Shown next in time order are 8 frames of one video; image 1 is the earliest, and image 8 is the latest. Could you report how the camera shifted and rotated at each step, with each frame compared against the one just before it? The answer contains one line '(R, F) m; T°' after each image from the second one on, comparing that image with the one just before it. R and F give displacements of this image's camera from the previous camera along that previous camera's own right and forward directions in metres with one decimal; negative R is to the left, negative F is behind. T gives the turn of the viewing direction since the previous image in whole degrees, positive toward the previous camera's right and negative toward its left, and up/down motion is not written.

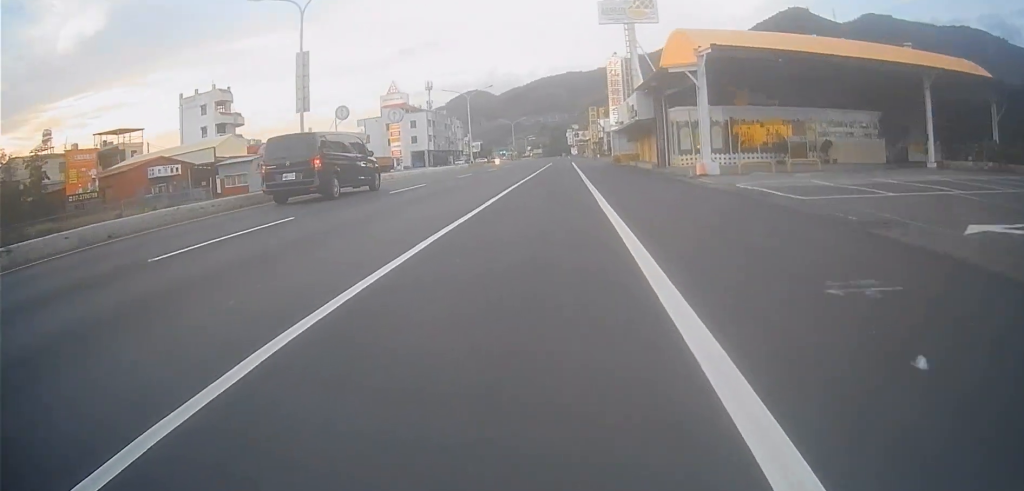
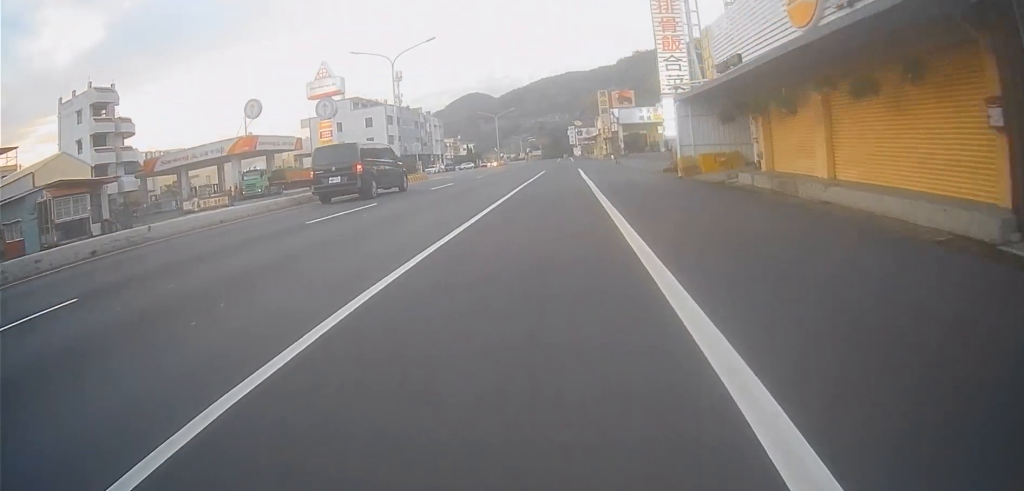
(-1.3, +25.7) m; -4°
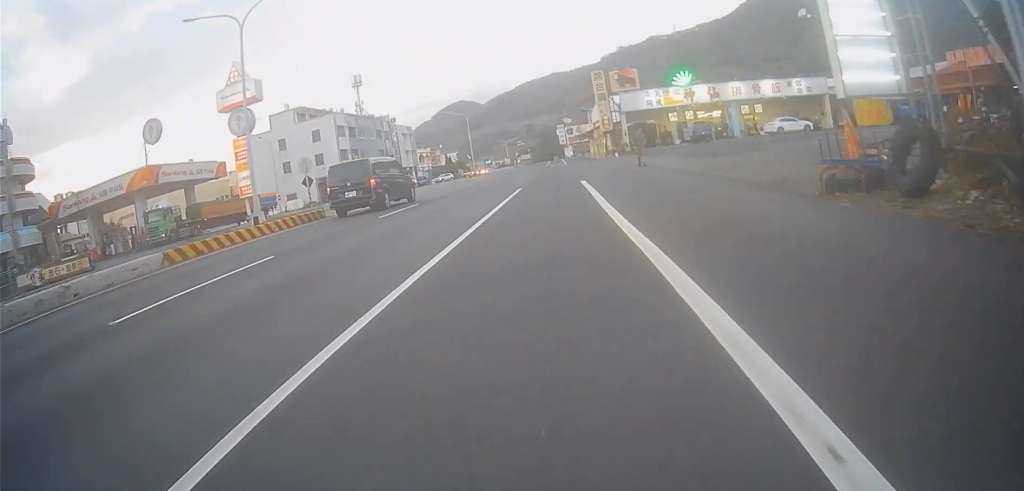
(+0.5, +15.8) m; +3°
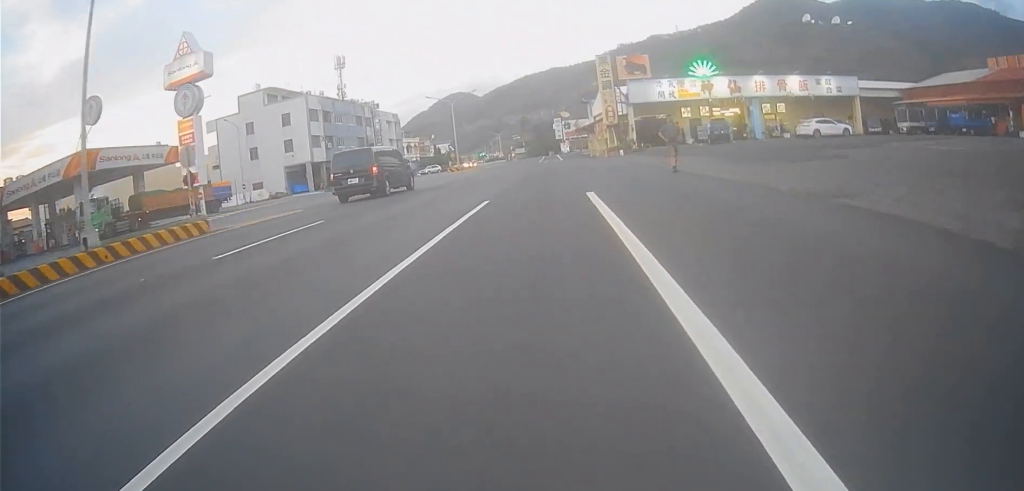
(+0.6, +7.1) m; 0°
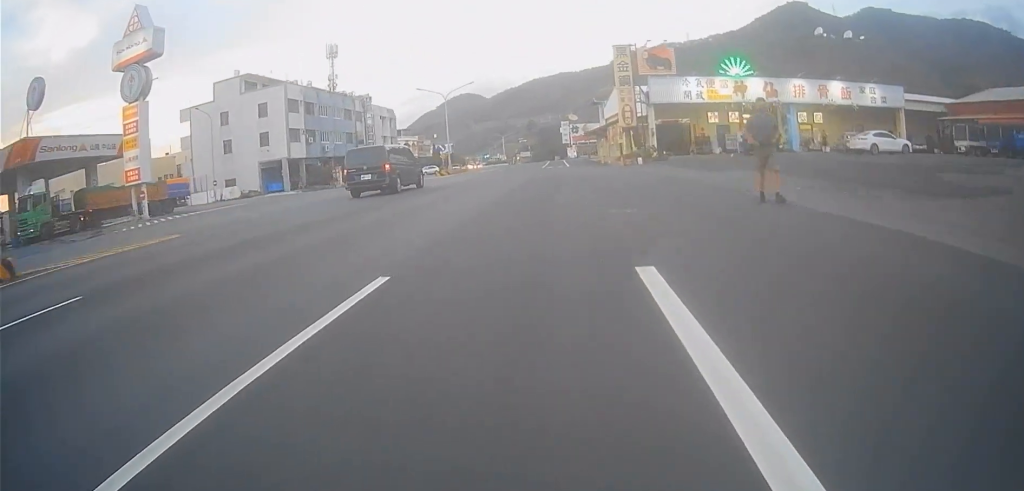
(-0.3, +7.3) m; 0°
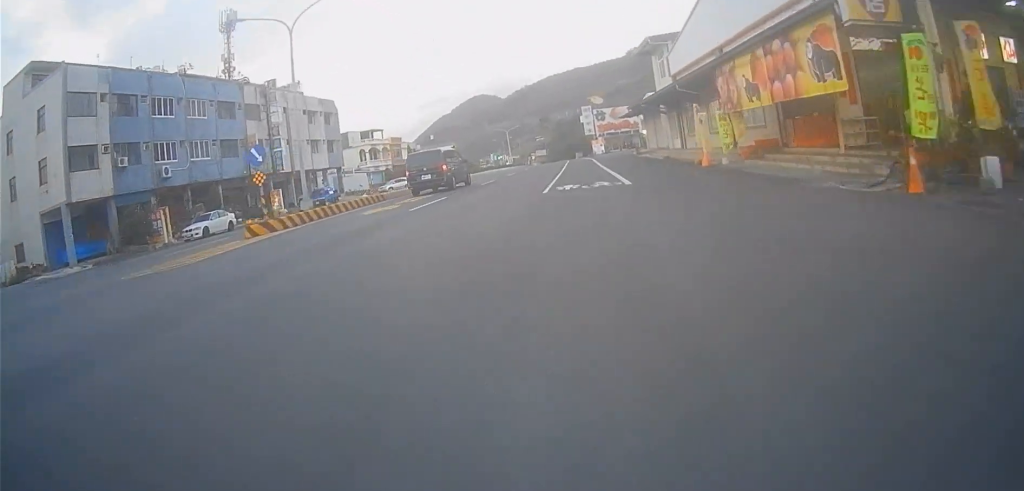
(0.0, +32.0) m; 0°
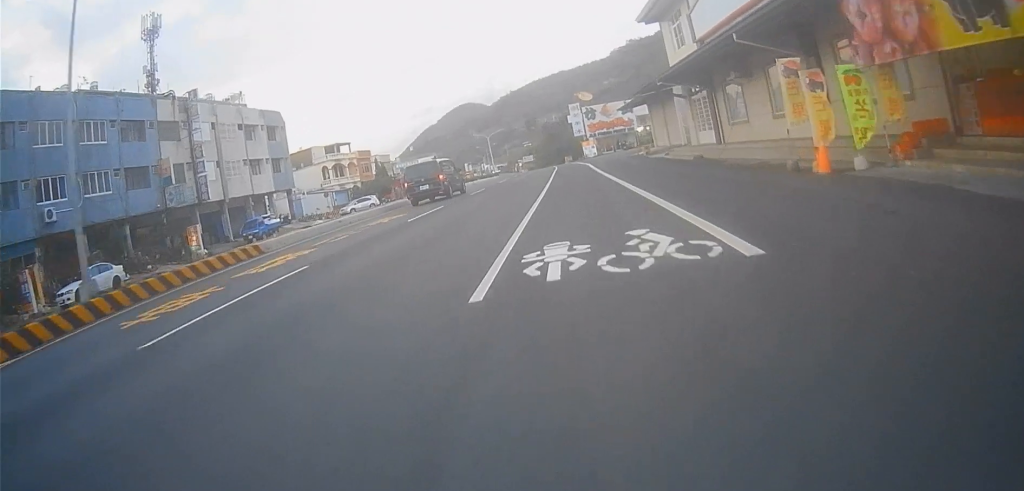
(-0.9, +10.2) m; 0°
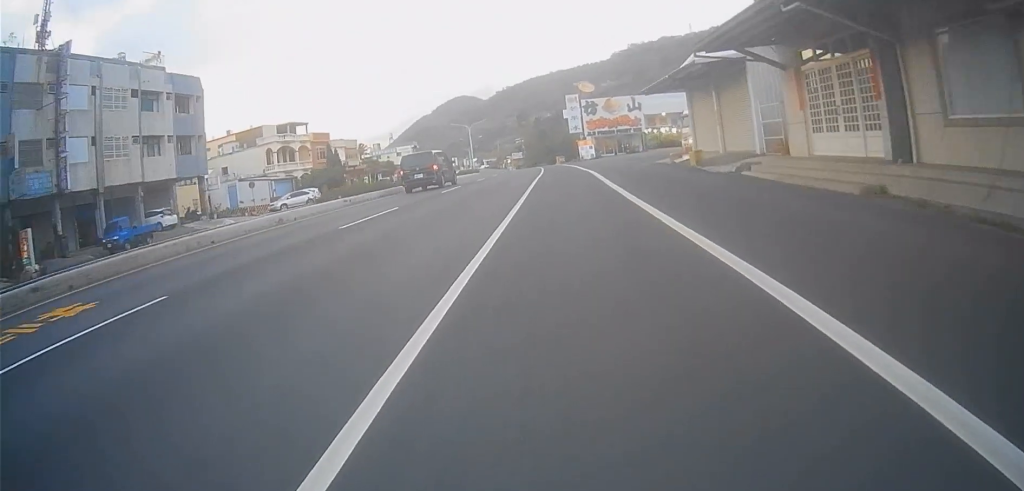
(+0.9, +13.7) m; 0°
